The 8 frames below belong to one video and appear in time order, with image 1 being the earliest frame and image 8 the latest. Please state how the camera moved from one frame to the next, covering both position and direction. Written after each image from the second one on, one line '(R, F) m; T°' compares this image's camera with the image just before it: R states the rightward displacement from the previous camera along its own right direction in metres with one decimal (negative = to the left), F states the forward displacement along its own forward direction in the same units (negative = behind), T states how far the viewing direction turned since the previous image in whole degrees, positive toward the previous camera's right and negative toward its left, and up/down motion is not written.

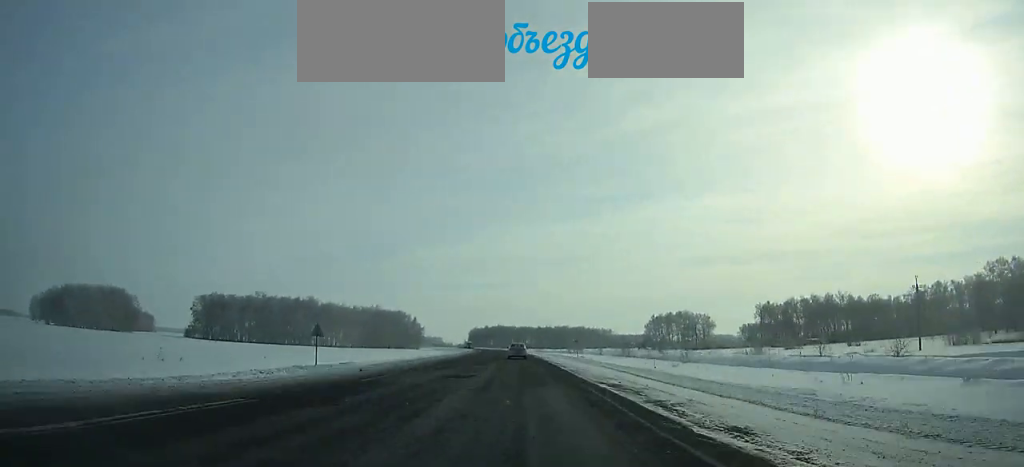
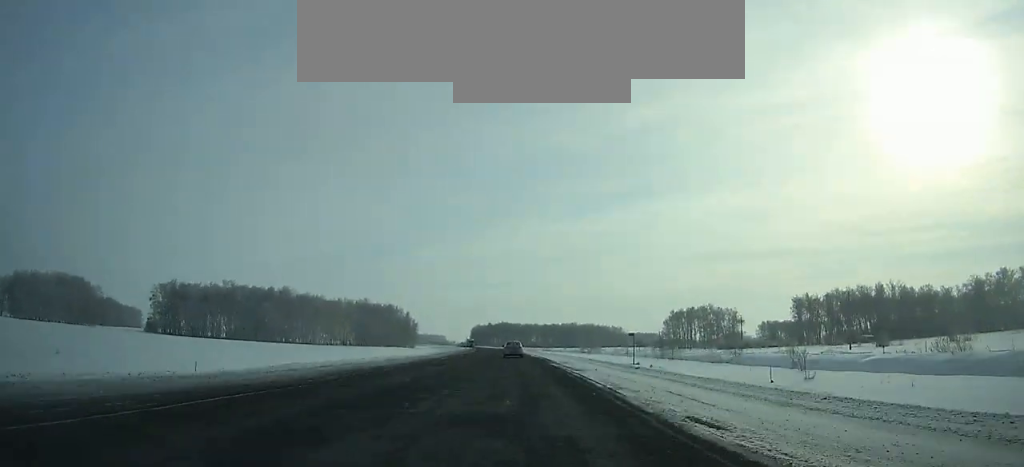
(-0.2, +33.2) m; -1°
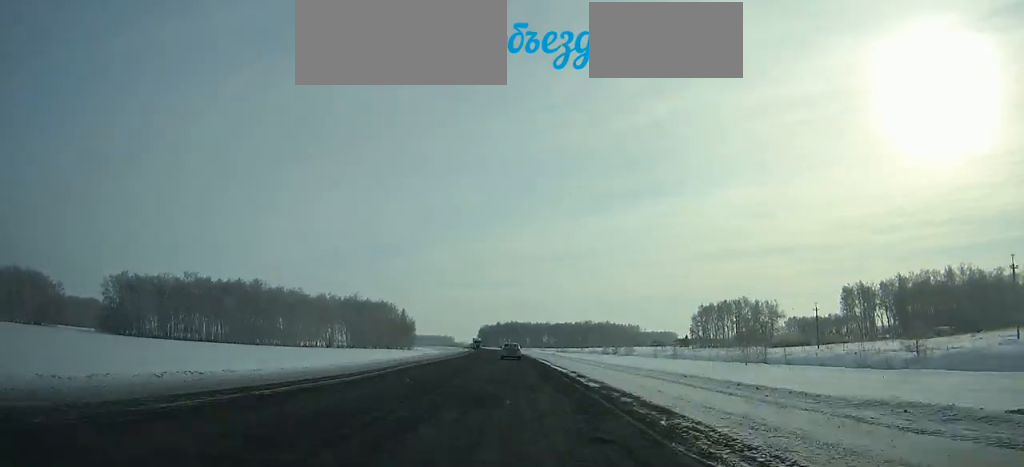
(-0.3, +33.4) m; -1°
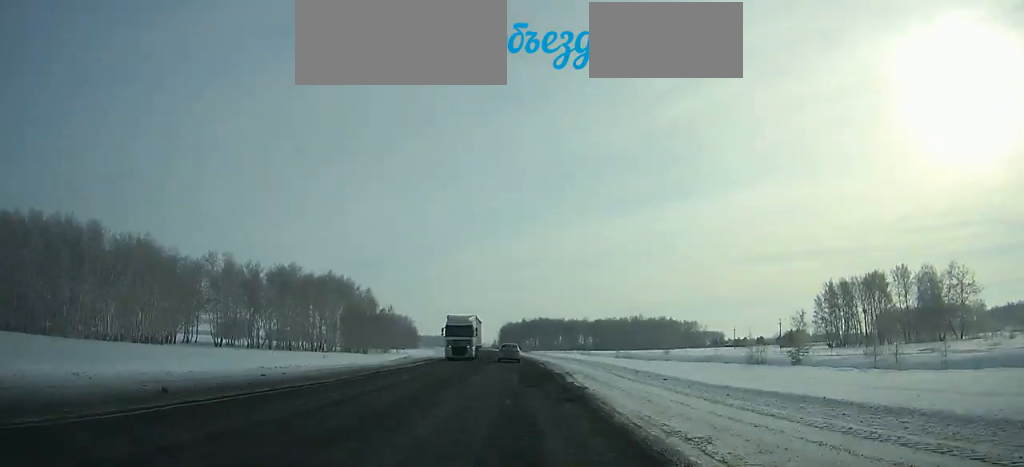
(-2.0, +95.5) m; -3°
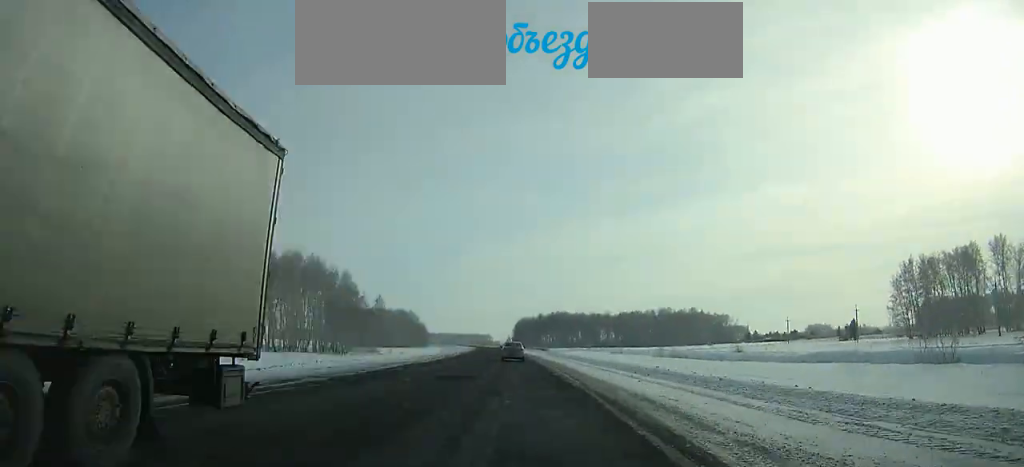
(-0.9, +33.2) m; -1°
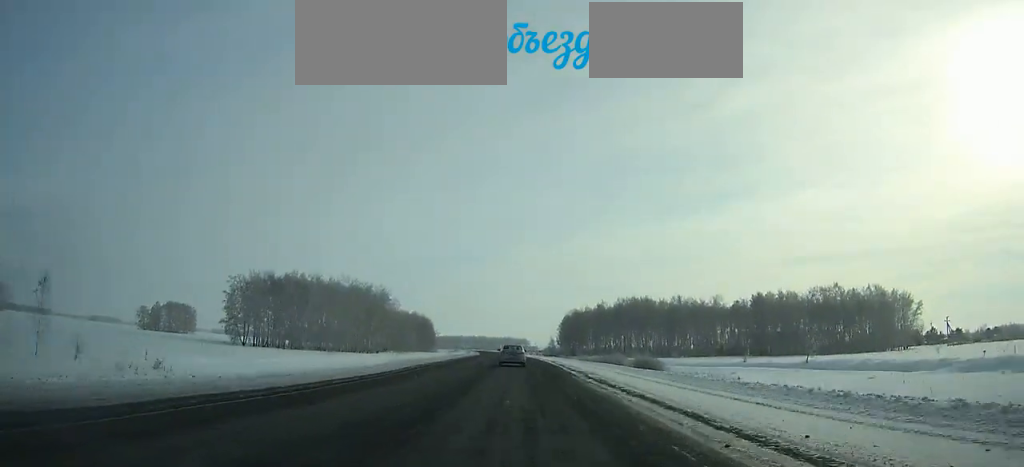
(-4.7, +140.7) m; -4°
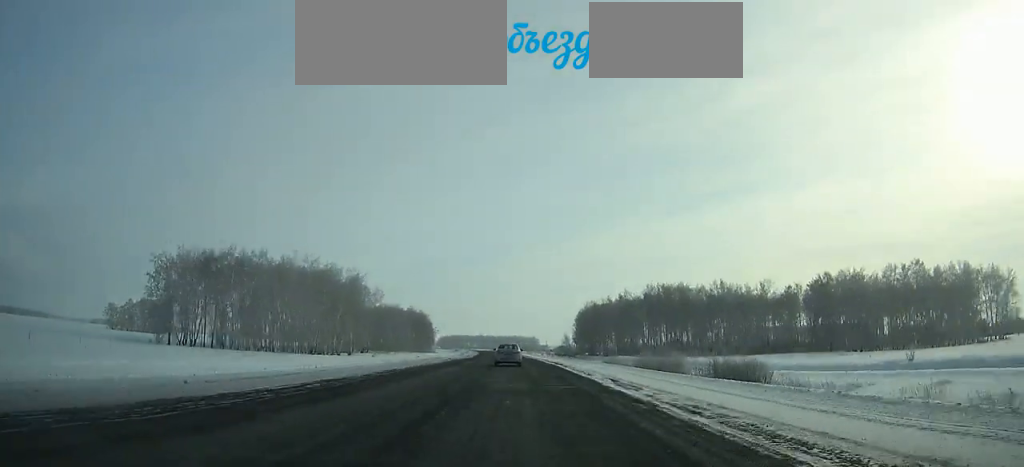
(-0.1, +37.1) m; -1°
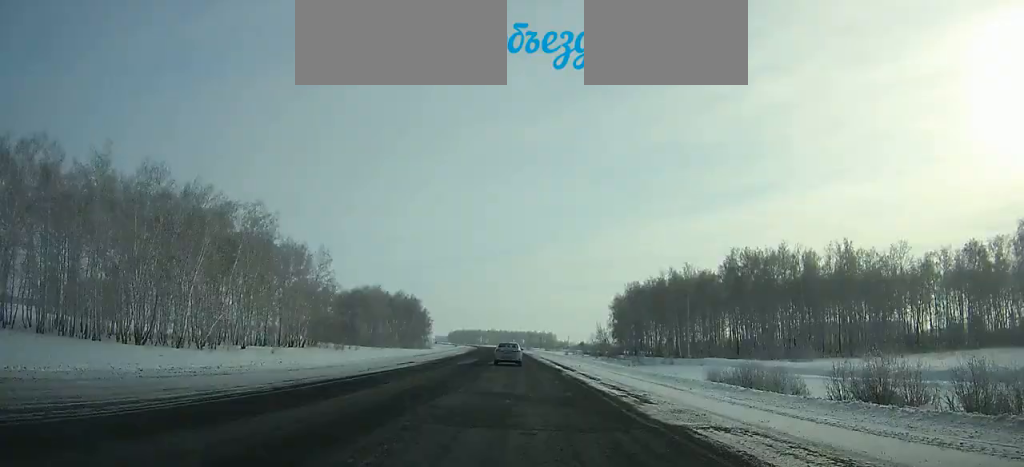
(-1.0, +61.9) m; -2°
